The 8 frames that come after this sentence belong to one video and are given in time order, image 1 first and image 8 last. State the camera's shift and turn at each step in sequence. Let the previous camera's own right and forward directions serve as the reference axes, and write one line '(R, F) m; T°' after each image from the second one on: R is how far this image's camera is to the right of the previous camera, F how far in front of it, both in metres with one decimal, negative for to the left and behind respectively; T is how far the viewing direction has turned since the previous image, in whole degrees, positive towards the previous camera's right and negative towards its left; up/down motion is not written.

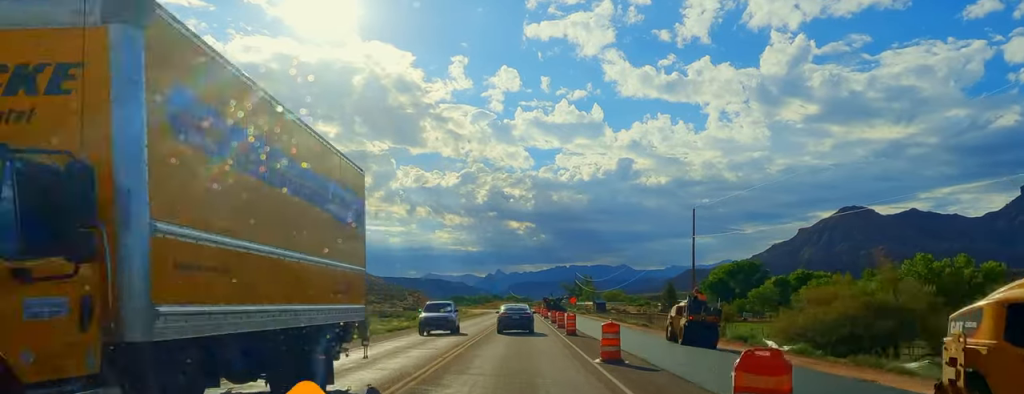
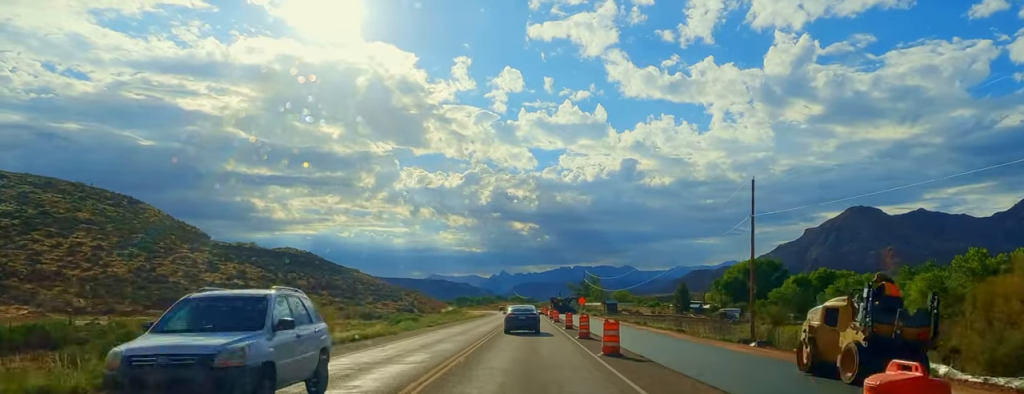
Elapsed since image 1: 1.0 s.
(0.0, +14.0) m; 0°
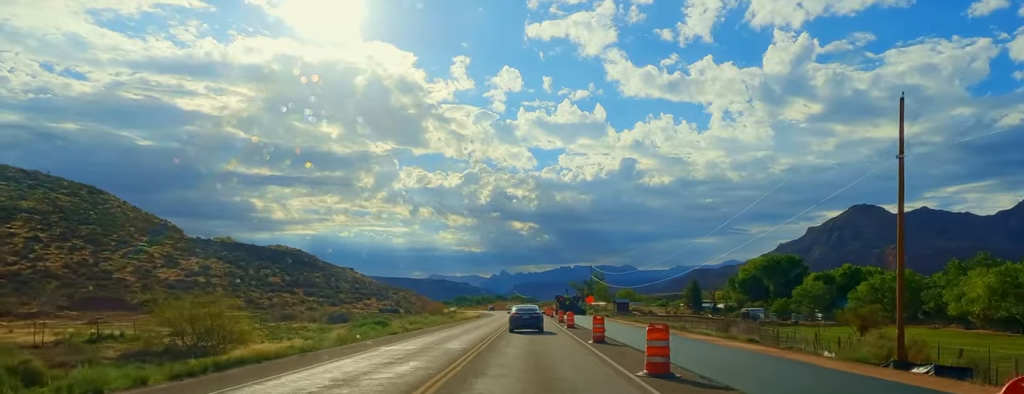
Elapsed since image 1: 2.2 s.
(0.0, +17.8) m; -1°
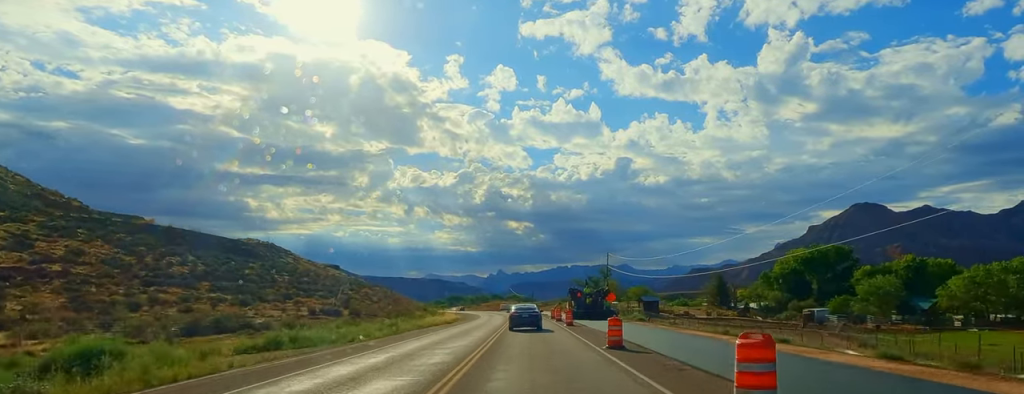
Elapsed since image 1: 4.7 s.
(-0.6, +38.0) m; 0°
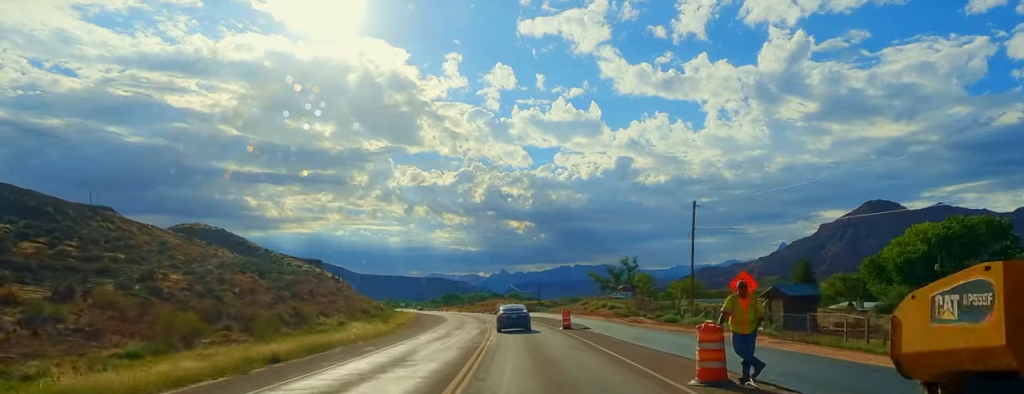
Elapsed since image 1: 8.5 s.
(+0.4, +61.6) m; -2°
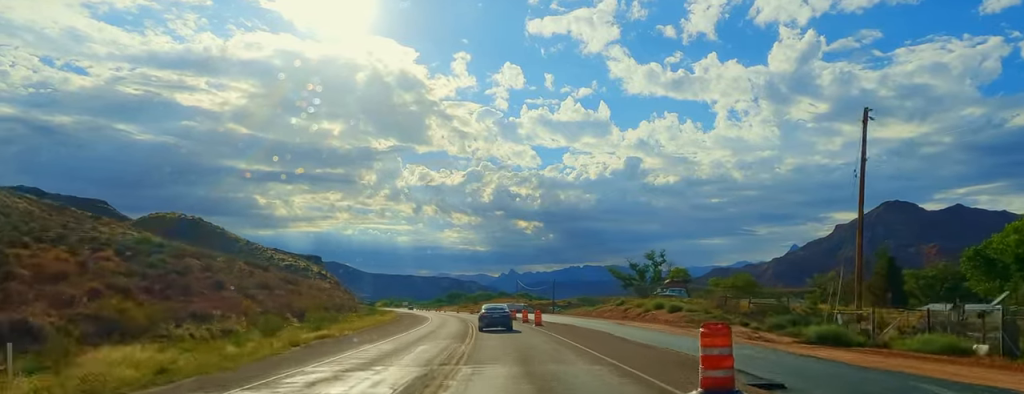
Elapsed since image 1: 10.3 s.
(-0.8, +29.8) m; -2°
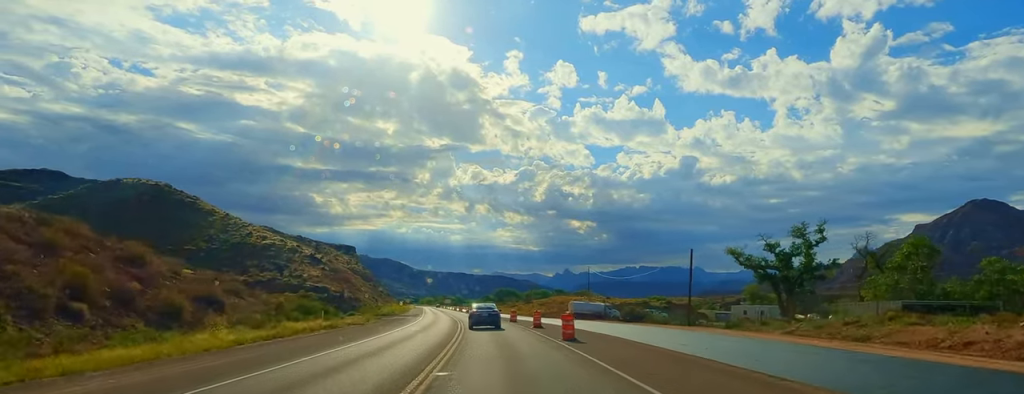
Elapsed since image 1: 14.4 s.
(-1.7, +70.2) m; -3°
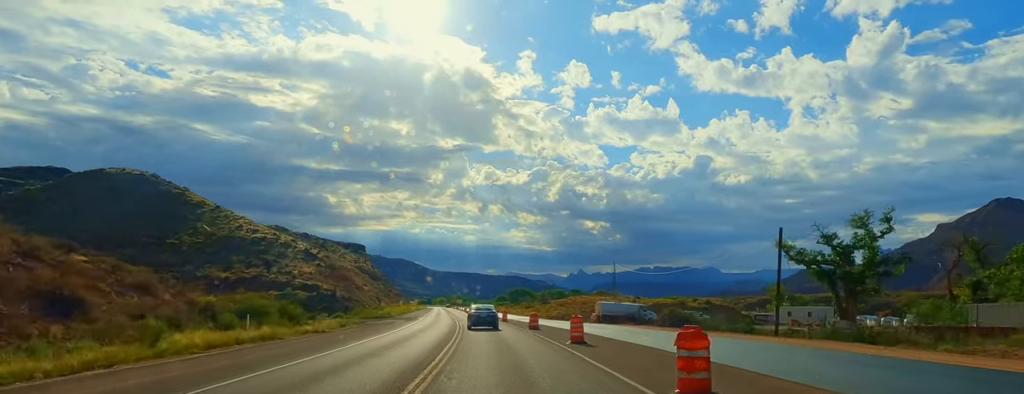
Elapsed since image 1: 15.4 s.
(+0.2, +17.1) m; -1°
